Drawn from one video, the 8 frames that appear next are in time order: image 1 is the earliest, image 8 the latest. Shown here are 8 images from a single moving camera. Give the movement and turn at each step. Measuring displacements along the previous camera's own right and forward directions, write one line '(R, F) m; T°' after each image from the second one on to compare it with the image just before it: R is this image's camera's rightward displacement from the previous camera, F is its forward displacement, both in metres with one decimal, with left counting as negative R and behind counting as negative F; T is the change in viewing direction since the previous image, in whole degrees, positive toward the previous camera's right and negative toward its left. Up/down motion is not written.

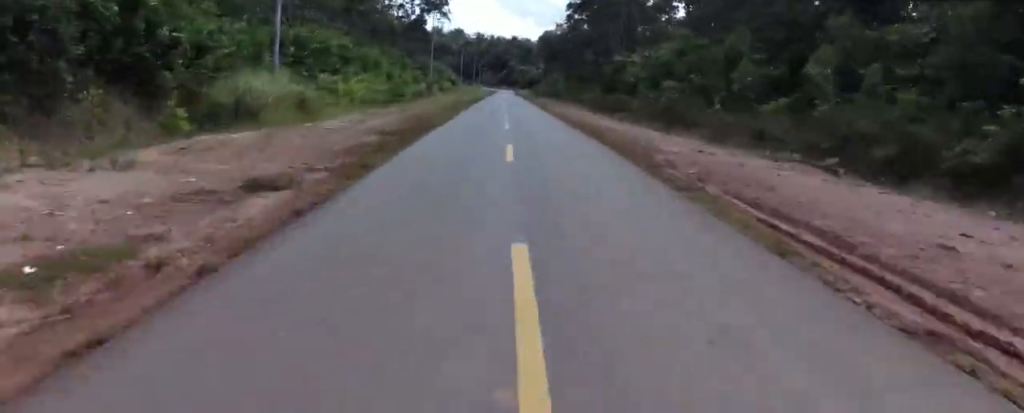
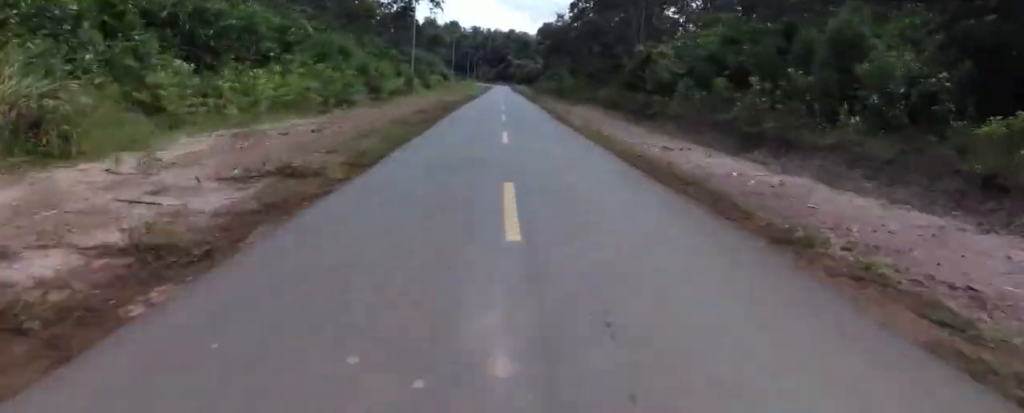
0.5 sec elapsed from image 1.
(+0.1, +13.5) m; -1°
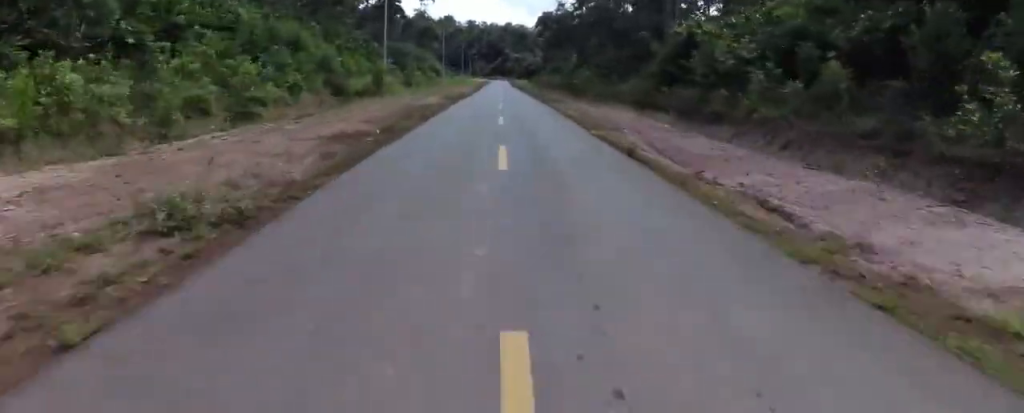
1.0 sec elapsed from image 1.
(0.0, +12.7) m; 0°
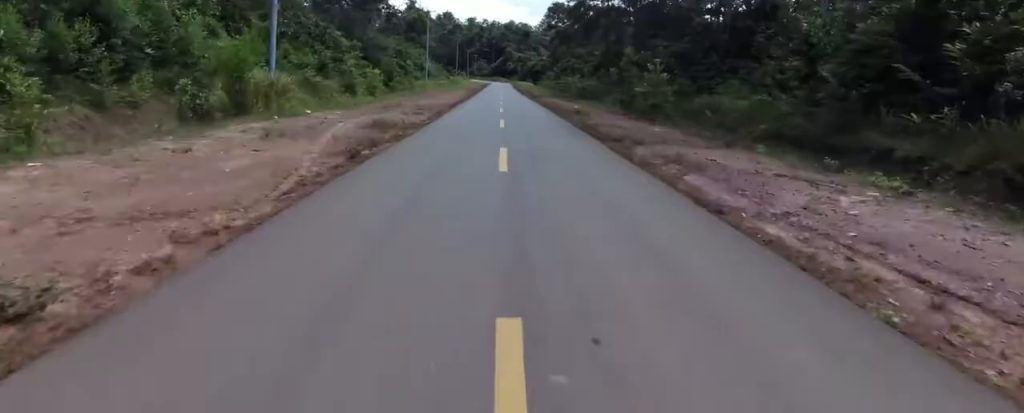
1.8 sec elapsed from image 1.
(-0.5, +23.6) m; 0°
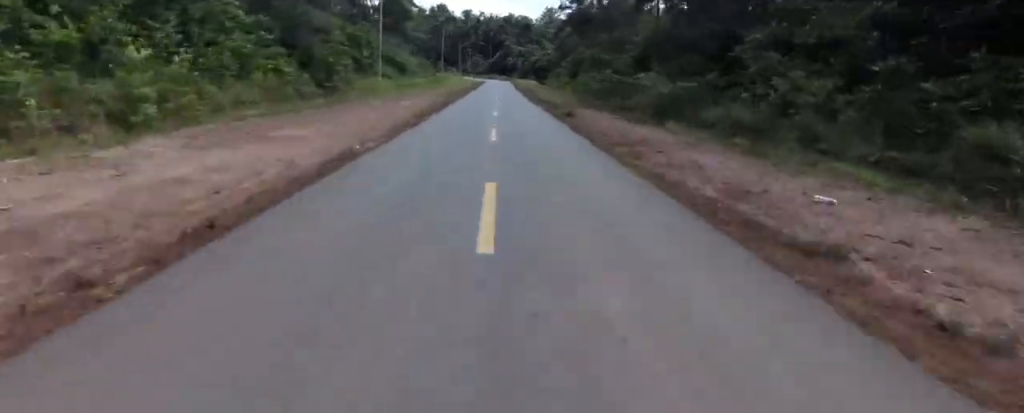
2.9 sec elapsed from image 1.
(+0.6, +28.0) m; +1°
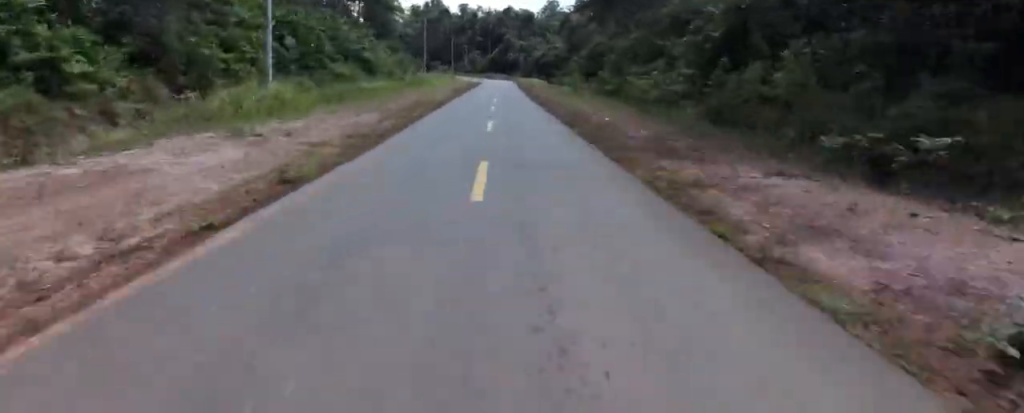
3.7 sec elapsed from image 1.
(0.0, +22.2) m; 0°
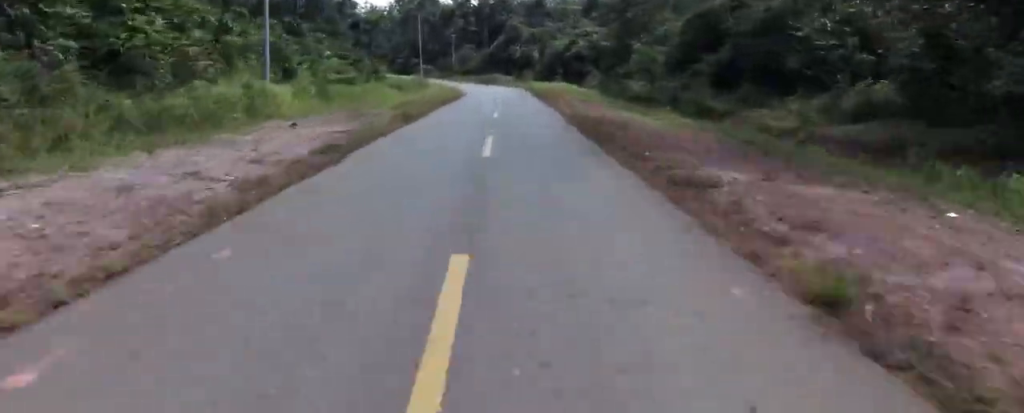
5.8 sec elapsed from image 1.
(-0.3, +53.8) m; -1°
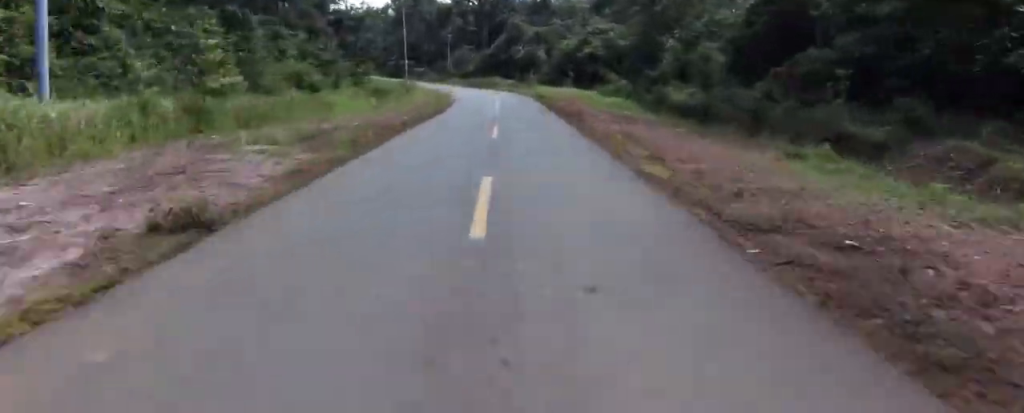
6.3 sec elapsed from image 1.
(-0.1, +12.1) m; 0°
